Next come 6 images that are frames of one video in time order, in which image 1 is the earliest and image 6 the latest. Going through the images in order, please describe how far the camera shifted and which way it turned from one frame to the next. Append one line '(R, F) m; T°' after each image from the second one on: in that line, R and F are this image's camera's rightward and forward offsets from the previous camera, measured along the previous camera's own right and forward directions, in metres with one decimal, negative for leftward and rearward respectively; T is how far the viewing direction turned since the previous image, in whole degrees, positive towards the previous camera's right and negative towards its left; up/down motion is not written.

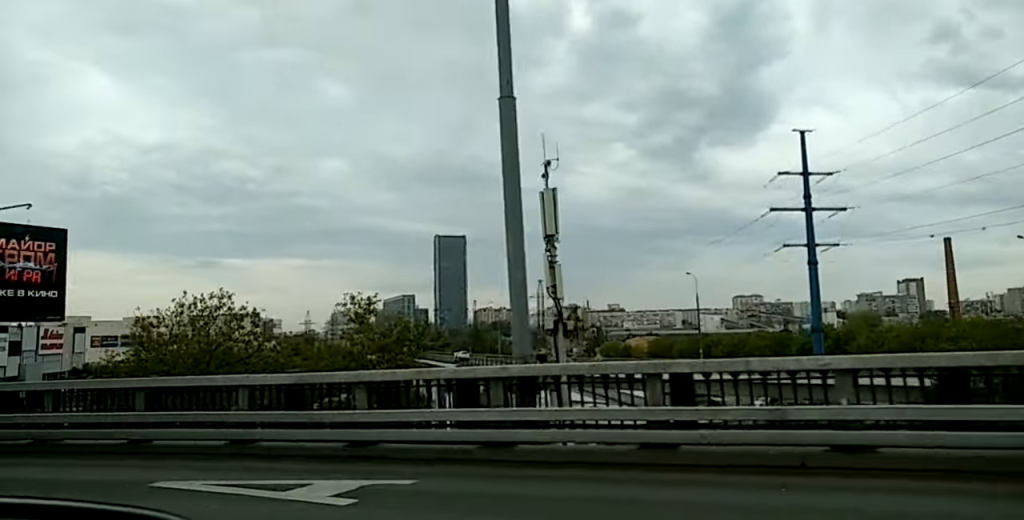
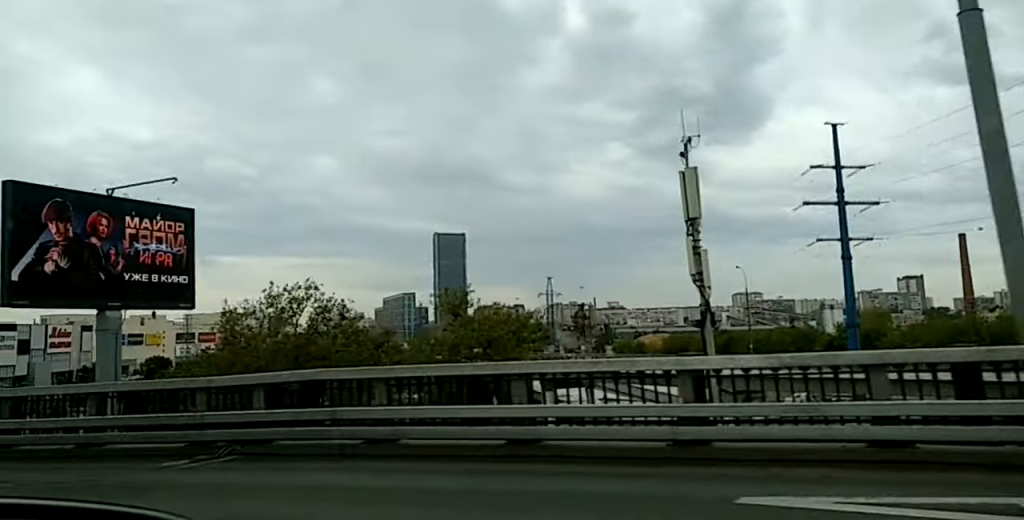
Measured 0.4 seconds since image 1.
(+0.1, +6.3) m; 0°
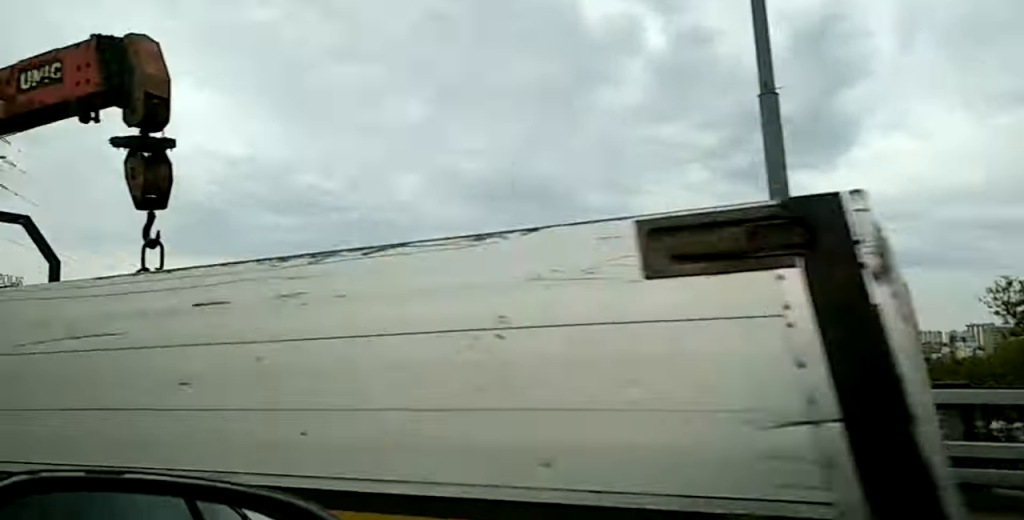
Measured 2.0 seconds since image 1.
(-0.4, +22.1) m; -2°
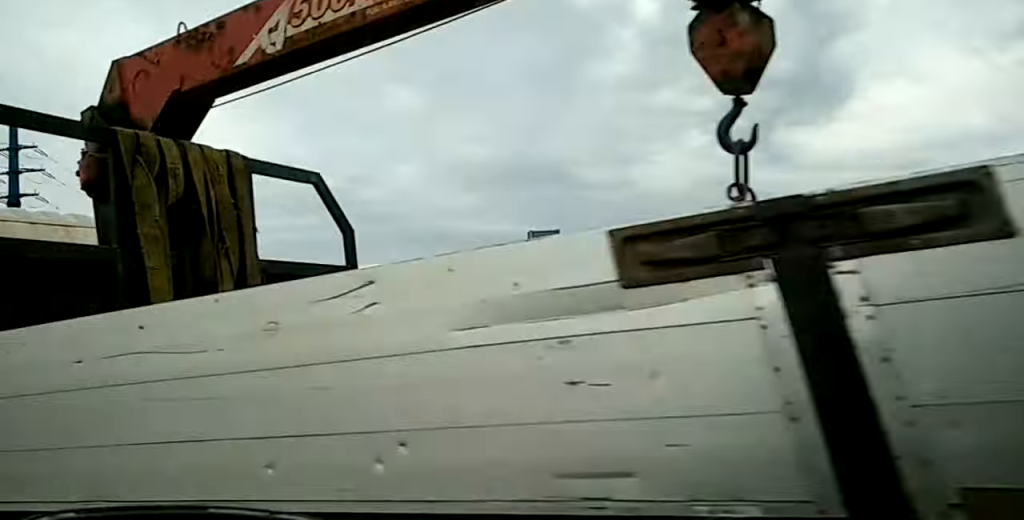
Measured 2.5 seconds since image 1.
(-0.1, +8.3) m; 0°
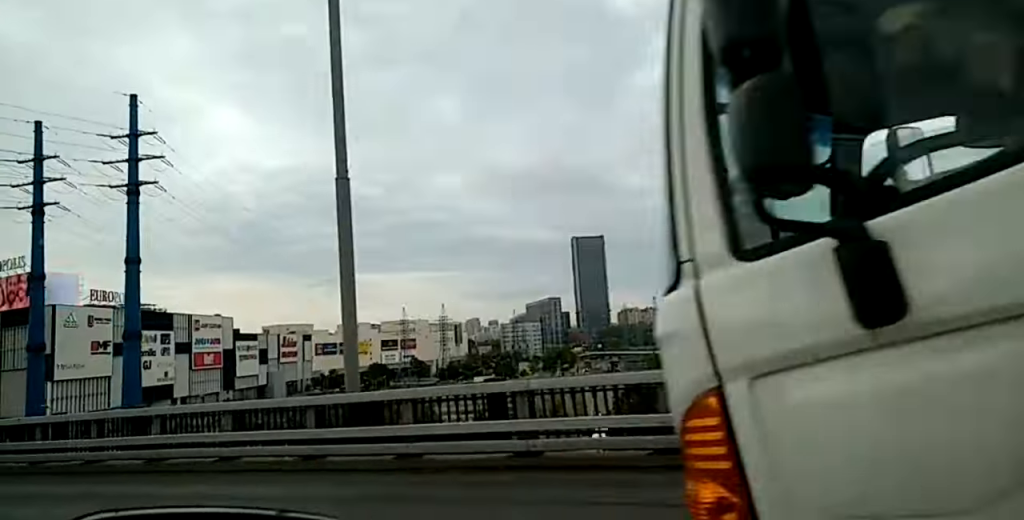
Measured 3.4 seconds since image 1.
(0.0, +13.7) m; +1°
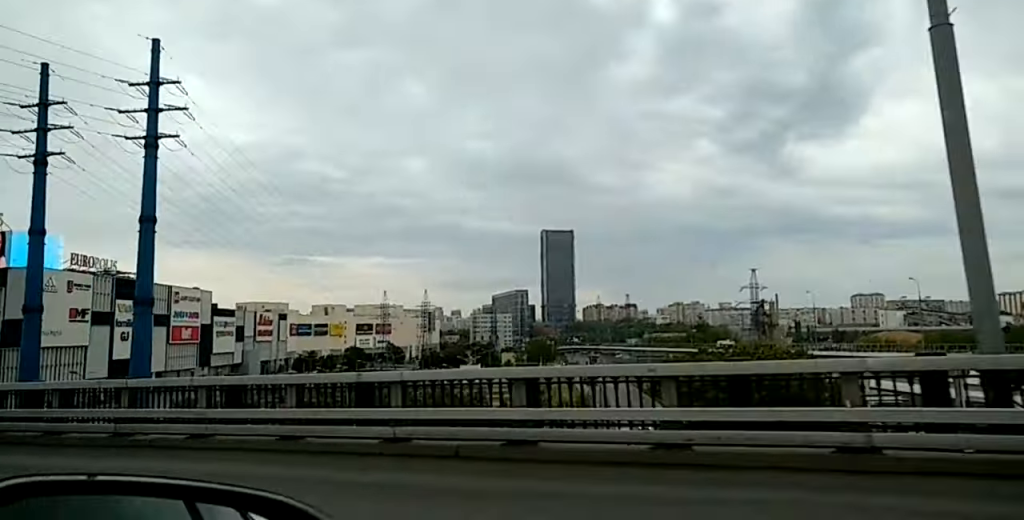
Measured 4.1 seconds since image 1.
(+0.2, +10.4) m; 0°
